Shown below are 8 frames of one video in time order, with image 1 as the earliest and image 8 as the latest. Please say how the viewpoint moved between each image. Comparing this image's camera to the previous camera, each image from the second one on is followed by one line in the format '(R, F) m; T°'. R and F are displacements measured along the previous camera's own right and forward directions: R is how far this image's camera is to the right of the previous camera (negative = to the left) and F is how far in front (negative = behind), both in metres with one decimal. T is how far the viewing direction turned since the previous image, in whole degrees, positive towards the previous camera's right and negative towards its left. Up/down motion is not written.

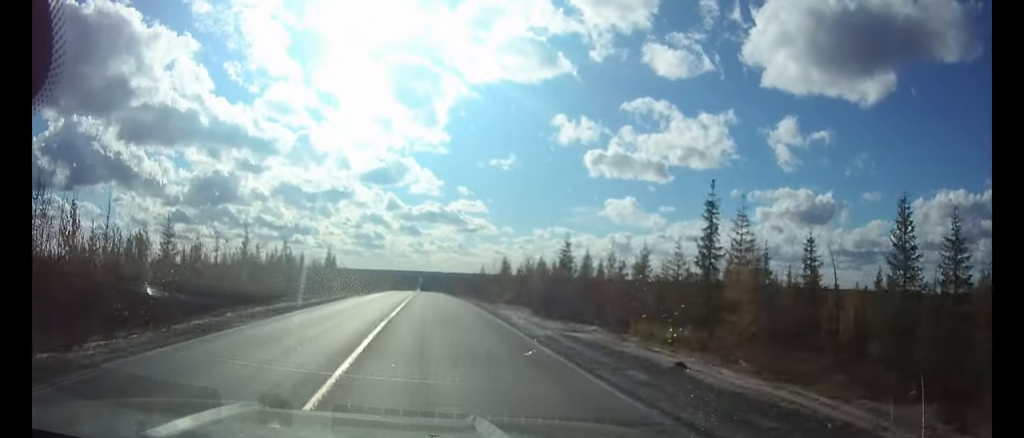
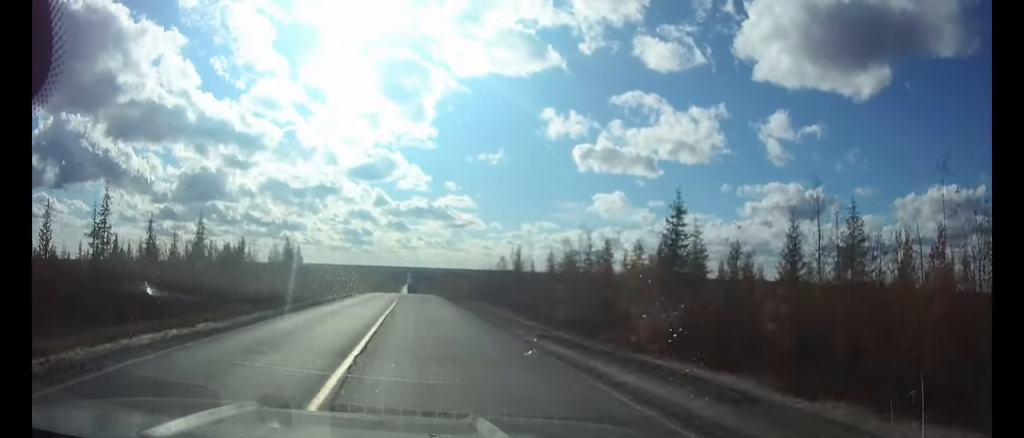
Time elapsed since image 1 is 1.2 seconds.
(+0.1, +30.9) m; 0°
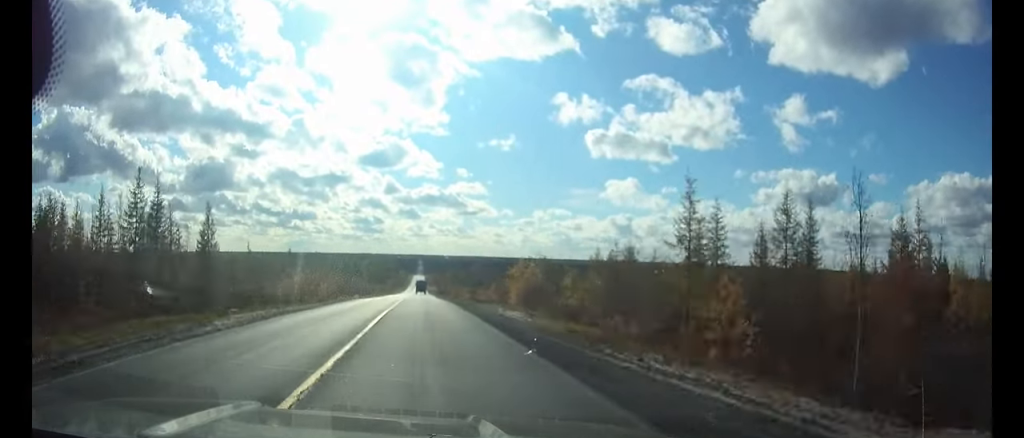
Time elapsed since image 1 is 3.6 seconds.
(-0.2, +58.7) m; 0°
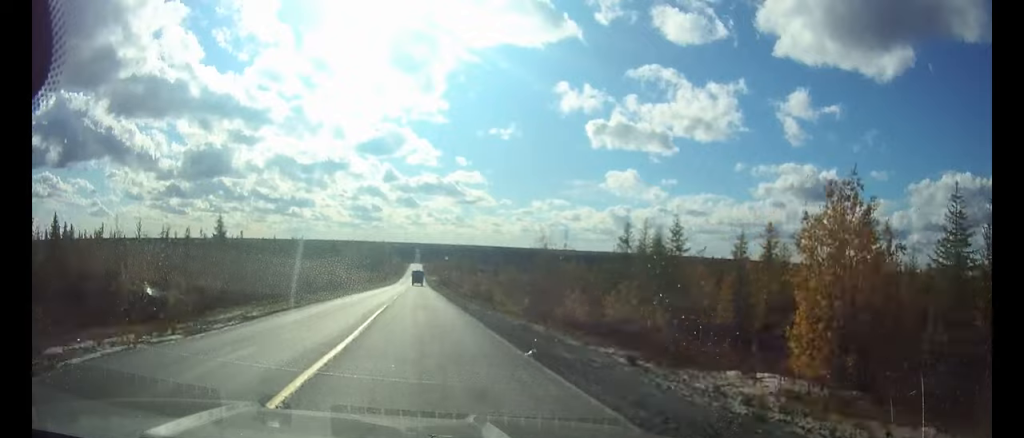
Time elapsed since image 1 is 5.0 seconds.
(0.0, +38.5) m; 0°
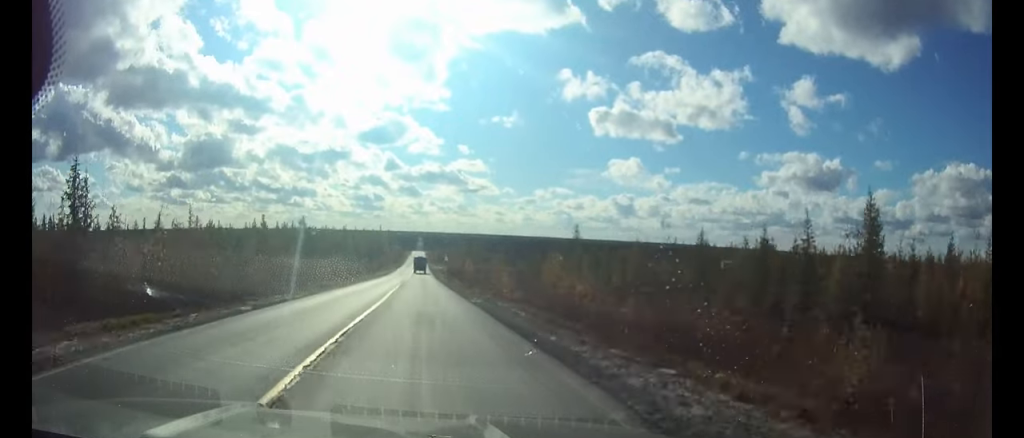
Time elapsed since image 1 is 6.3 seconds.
(0.0, +32.7) m; 0°
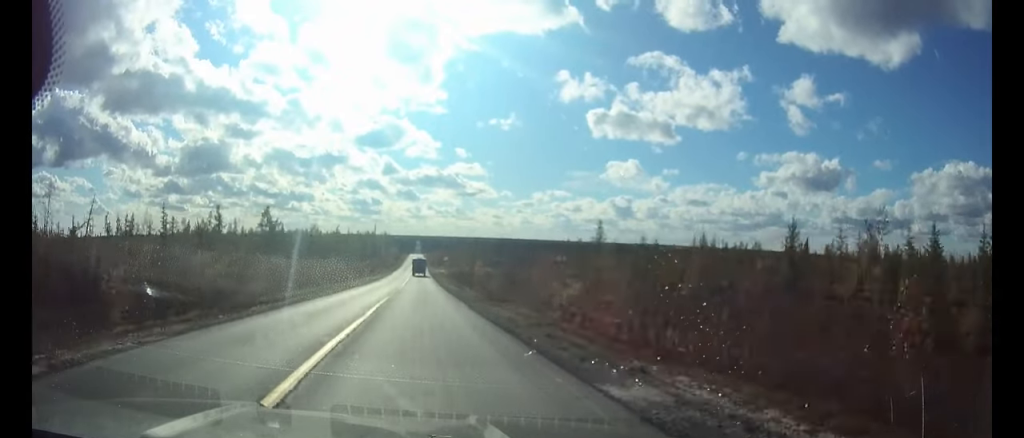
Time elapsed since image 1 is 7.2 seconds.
(0.0, +20.8) m; 0°
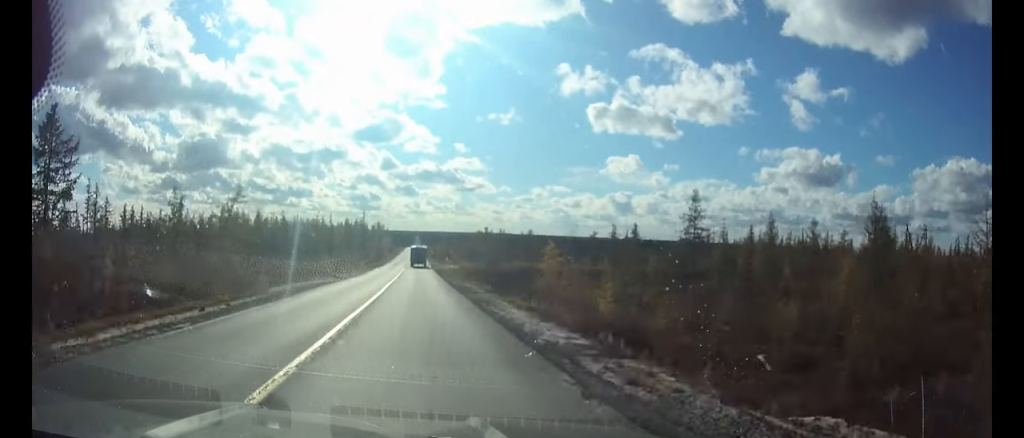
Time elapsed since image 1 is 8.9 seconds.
(0.0, +45.4) m; 0°
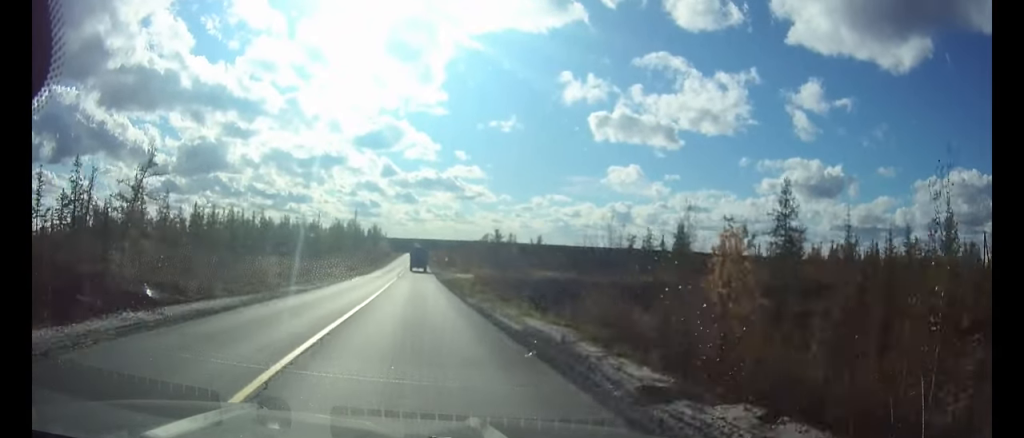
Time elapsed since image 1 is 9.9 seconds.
(0.0, +22.6) m; 0°
